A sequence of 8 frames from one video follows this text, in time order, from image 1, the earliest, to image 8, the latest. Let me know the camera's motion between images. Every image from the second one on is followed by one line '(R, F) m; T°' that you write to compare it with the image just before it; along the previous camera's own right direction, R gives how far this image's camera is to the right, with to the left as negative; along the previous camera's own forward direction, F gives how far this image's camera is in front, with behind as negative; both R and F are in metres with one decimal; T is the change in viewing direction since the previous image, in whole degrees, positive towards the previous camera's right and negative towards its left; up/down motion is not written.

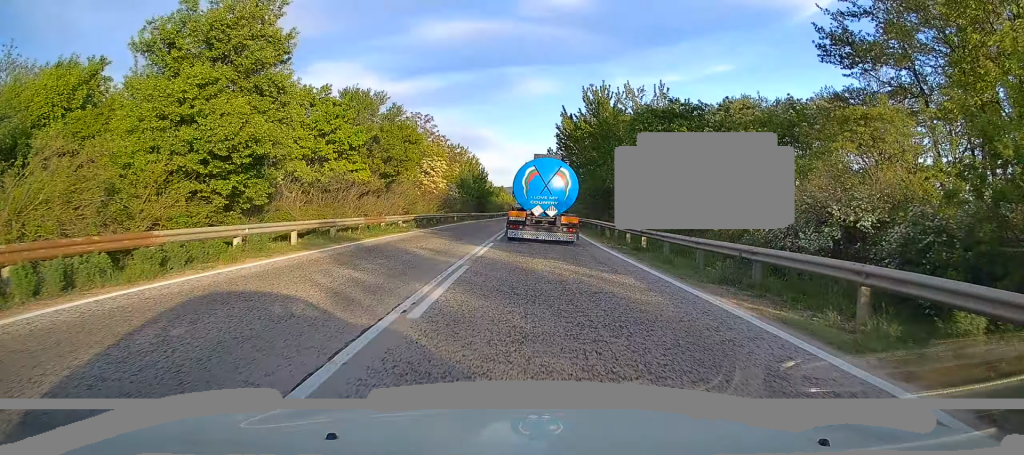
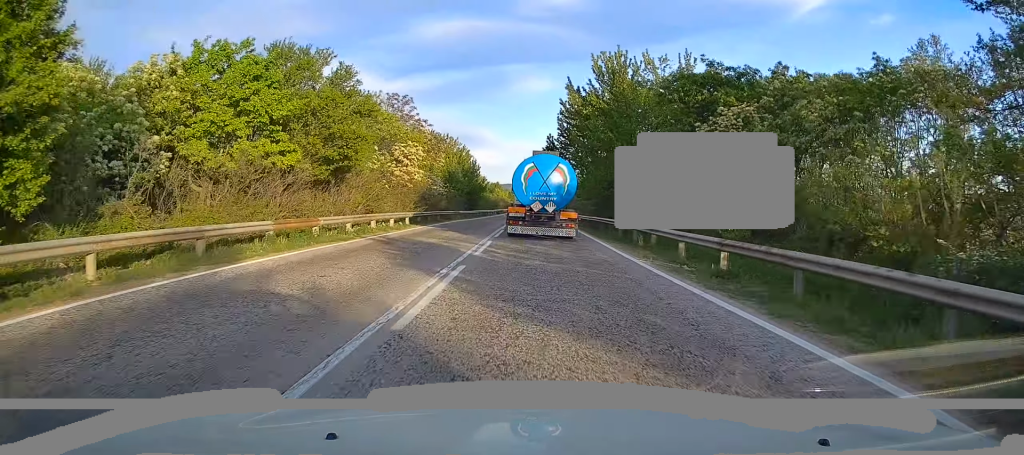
(+0.2, +9.4) m; 0°
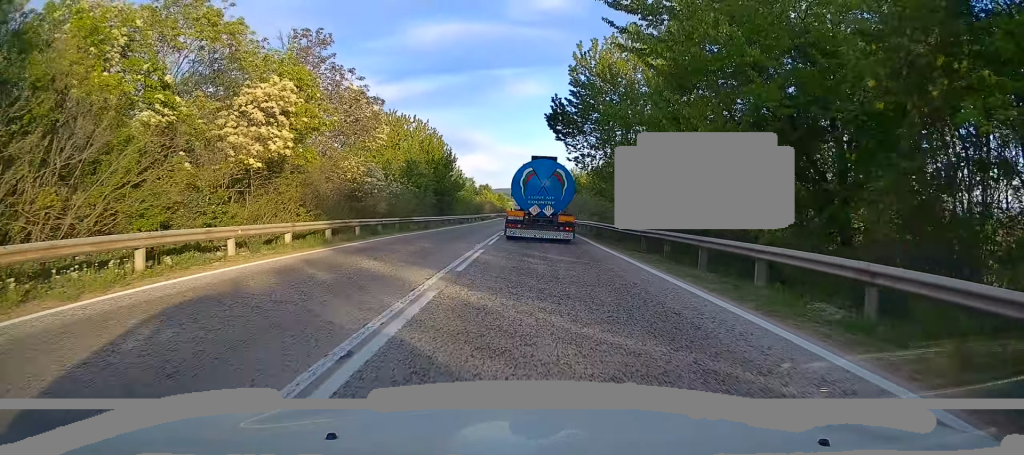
(+0.2, +21.2) m; 0°
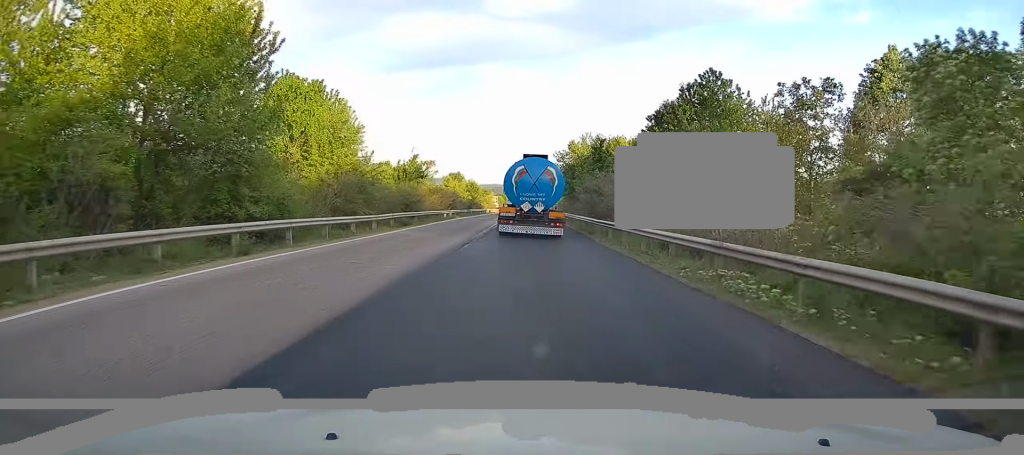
(+0.2, +44.2) m; +1°
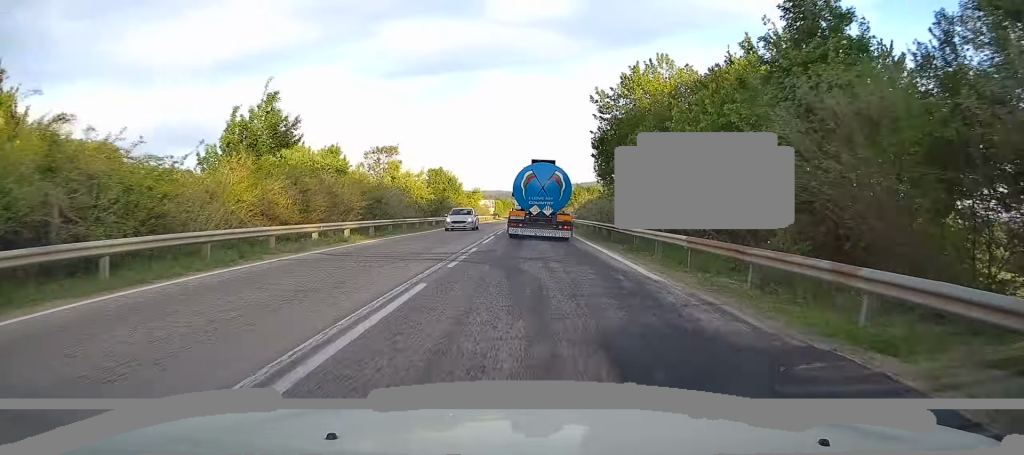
(+0.1, +36.1) m; 0°
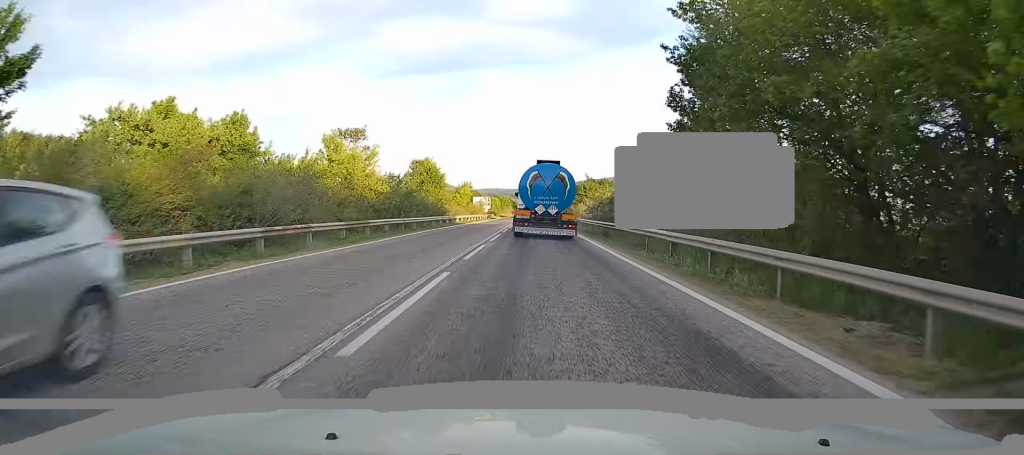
(0.0, +16.5) m; 0°
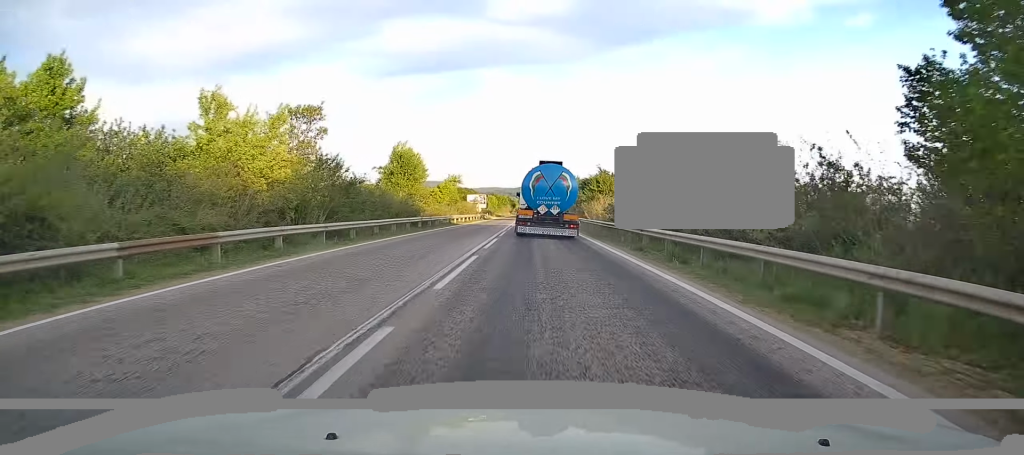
(0.0, +14.1) m; +1°
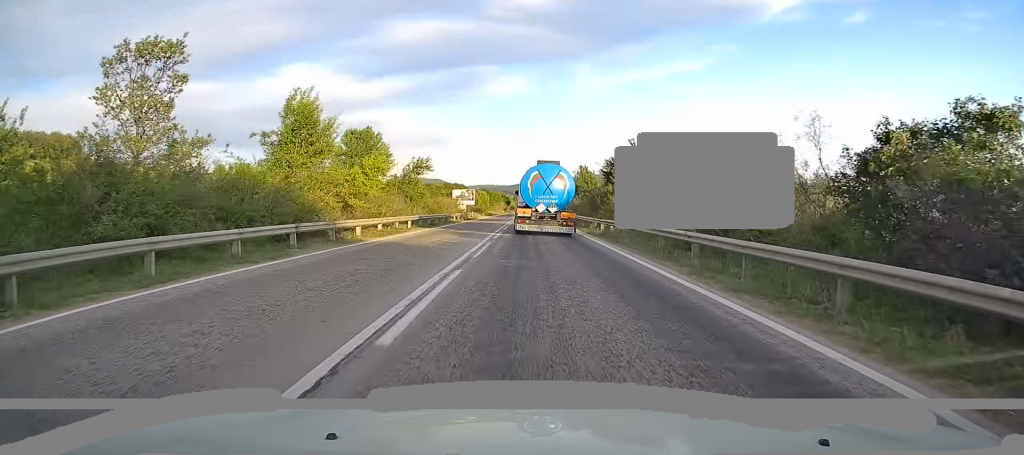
(+0.3, +21.8) m; 0°
